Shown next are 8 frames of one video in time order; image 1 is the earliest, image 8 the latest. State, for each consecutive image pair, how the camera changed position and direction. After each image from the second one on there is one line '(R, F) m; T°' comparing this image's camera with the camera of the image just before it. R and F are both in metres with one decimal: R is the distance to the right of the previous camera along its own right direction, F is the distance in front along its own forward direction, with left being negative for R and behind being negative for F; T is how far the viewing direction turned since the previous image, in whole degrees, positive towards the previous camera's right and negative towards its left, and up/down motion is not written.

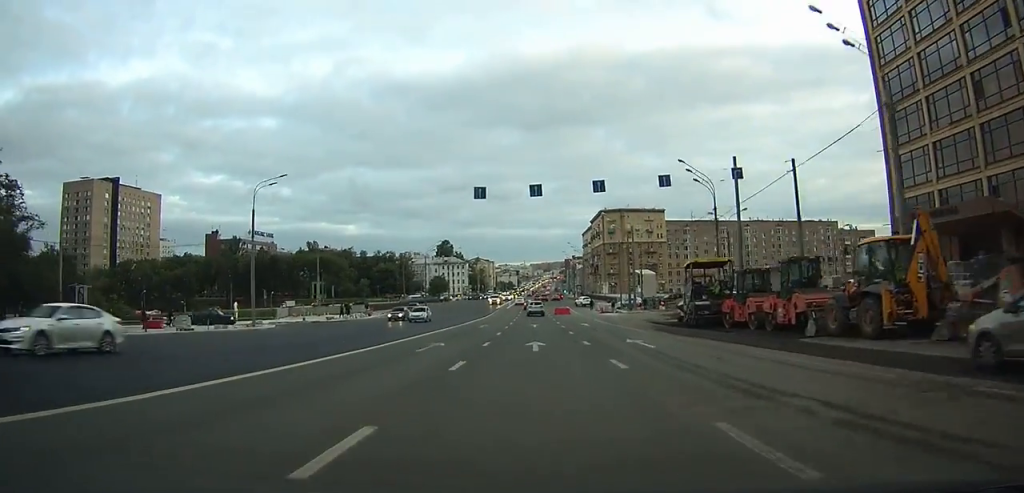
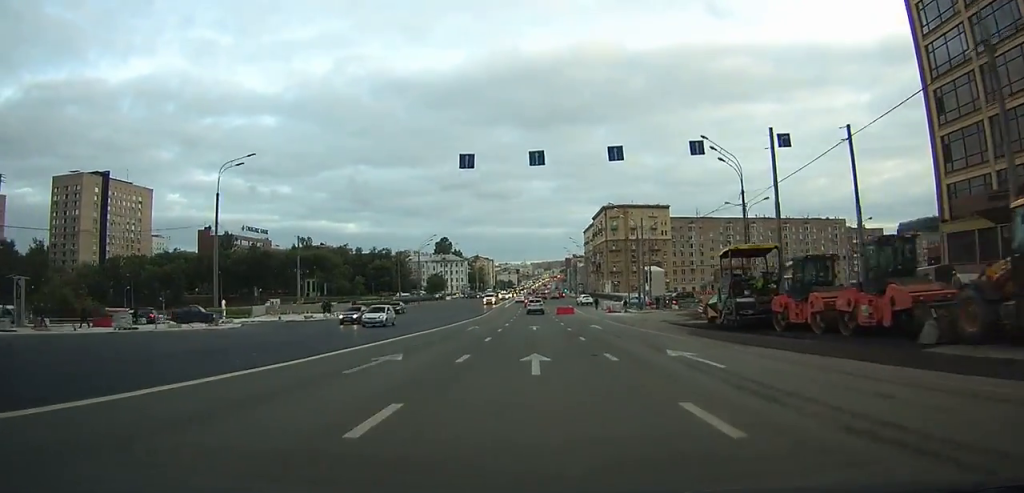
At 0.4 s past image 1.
(0.0, +6.5) m; 0°
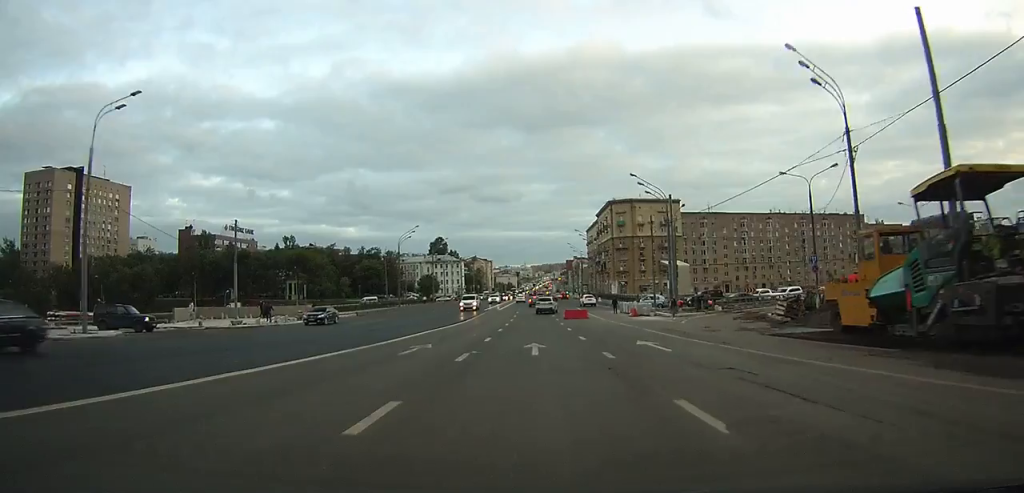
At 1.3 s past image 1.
(0.0, +15.3) m; 0°
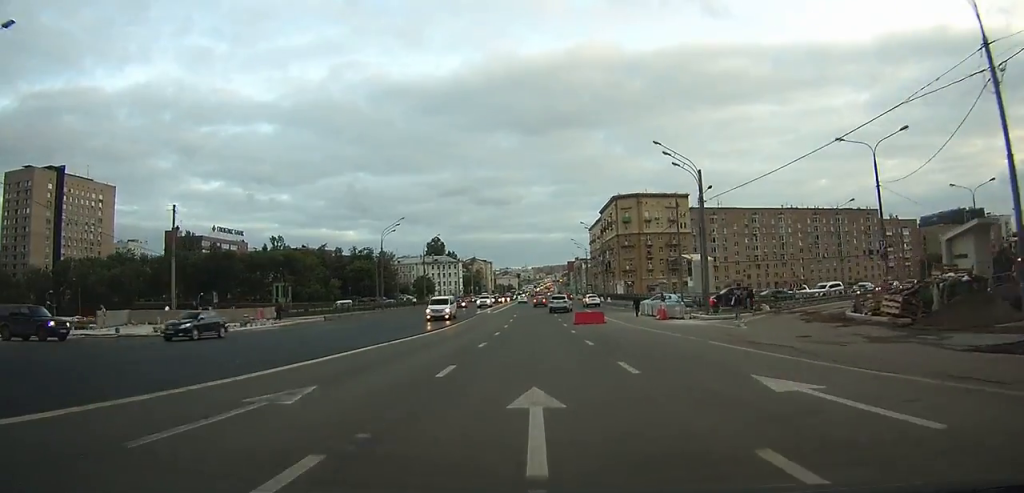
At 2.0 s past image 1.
(0.0, +10.5) m; 0°
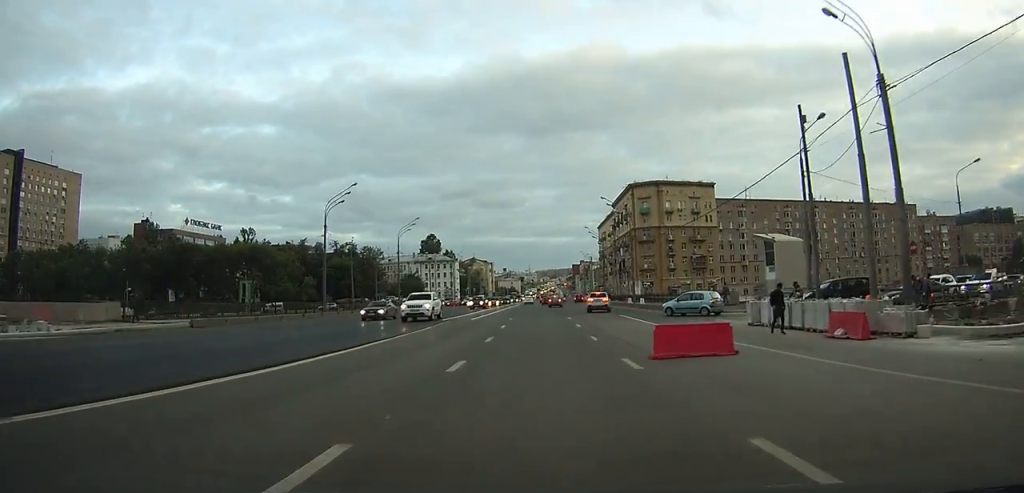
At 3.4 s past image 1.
(-0.1, +23.6) m; 0°
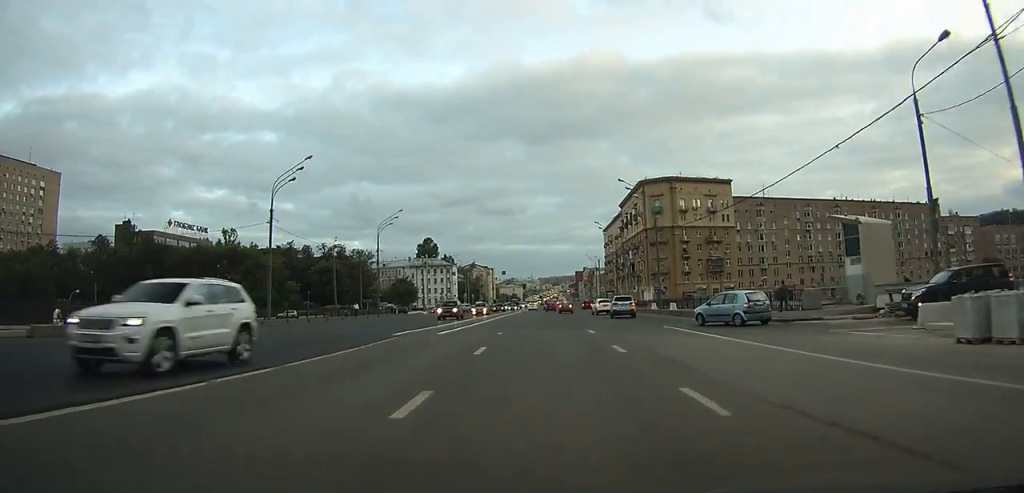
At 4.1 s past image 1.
(0.0, +12.7) m; 0°
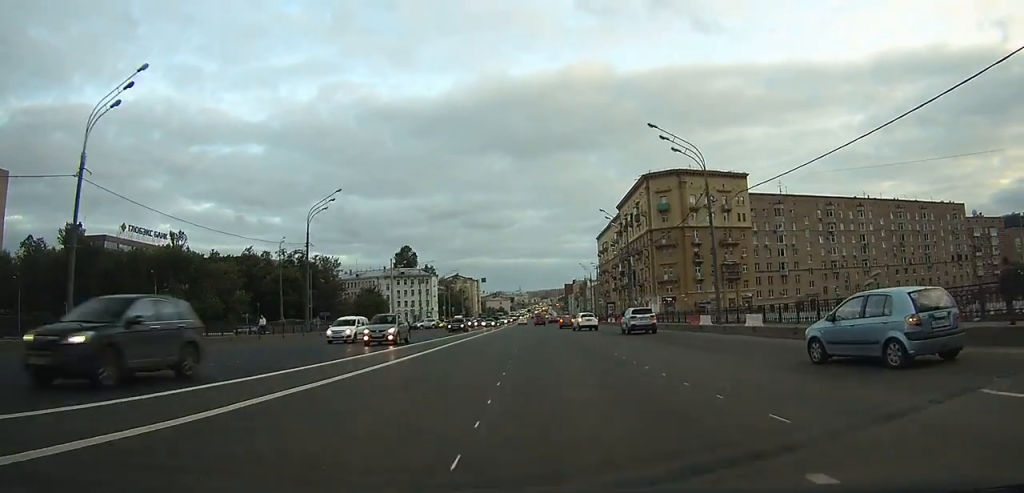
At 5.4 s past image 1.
(-0.1, +20.1) m; -1°
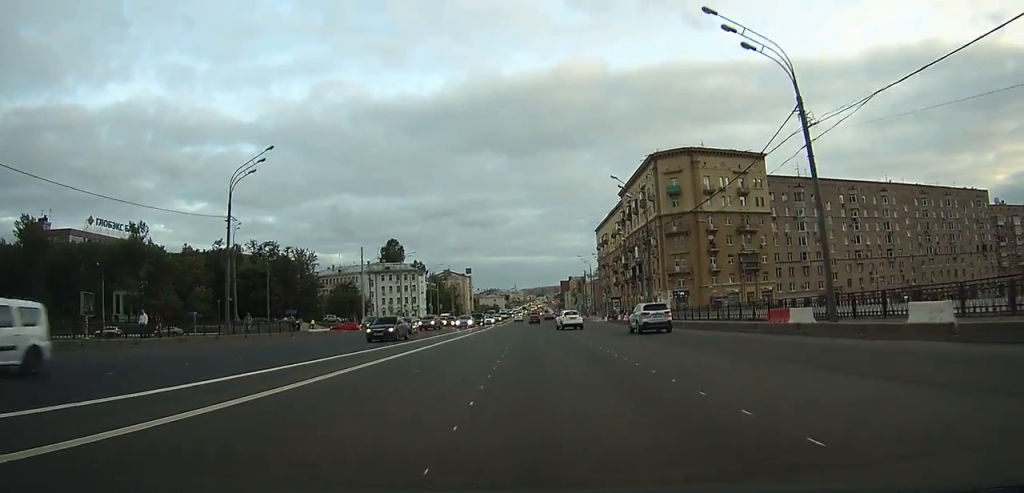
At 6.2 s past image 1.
(0.0, +14.1) m; 0°
